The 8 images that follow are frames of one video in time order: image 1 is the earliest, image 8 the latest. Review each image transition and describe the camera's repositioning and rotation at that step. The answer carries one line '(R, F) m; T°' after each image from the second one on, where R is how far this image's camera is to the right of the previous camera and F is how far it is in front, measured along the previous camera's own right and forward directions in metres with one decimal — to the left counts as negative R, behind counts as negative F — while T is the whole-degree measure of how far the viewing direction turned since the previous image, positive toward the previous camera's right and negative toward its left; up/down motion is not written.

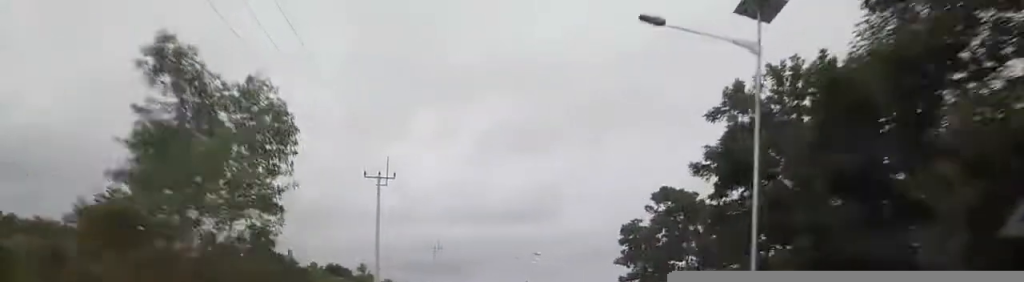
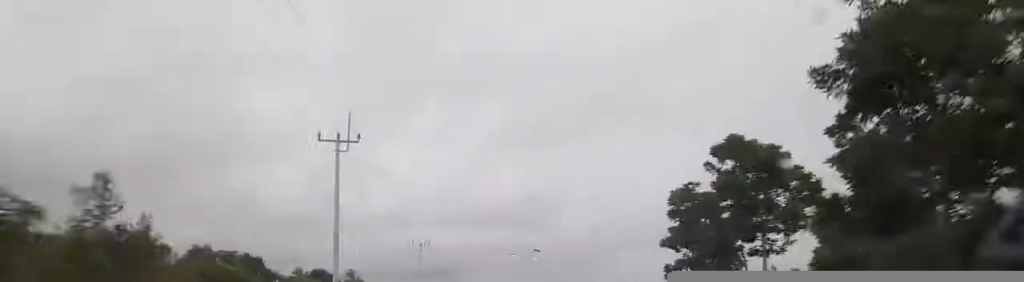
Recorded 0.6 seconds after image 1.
(+0.6, +11.5) m; +1°
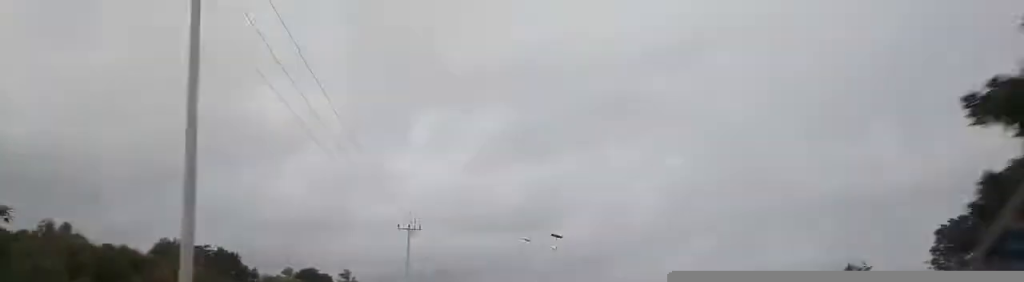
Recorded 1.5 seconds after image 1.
(-0.5, +19.5) m; -3°
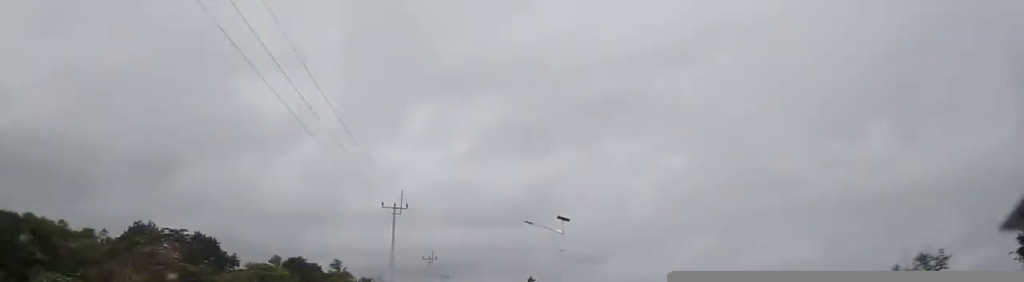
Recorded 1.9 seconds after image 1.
(-0.1, +8.6) m; 0°
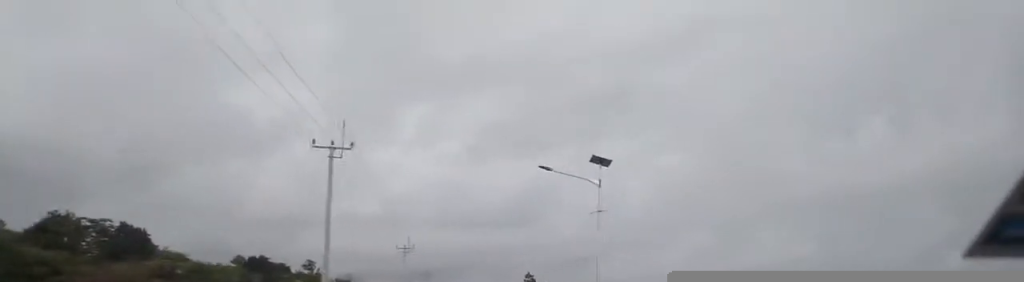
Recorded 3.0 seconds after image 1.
(+0.1, +22.4) m; +1°
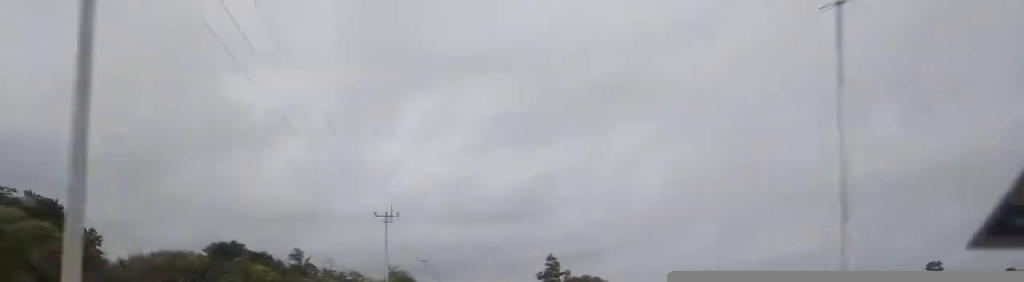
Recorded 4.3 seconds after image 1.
(+0.2, +25.0) m; 0°
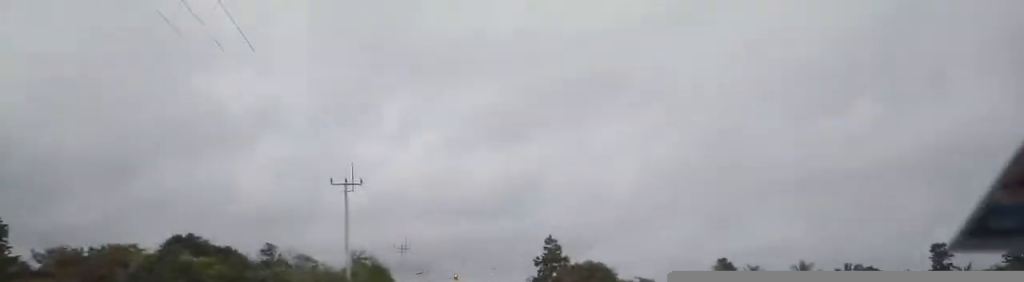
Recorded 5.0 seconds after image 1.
(-0.2, +14.5) m; -1°
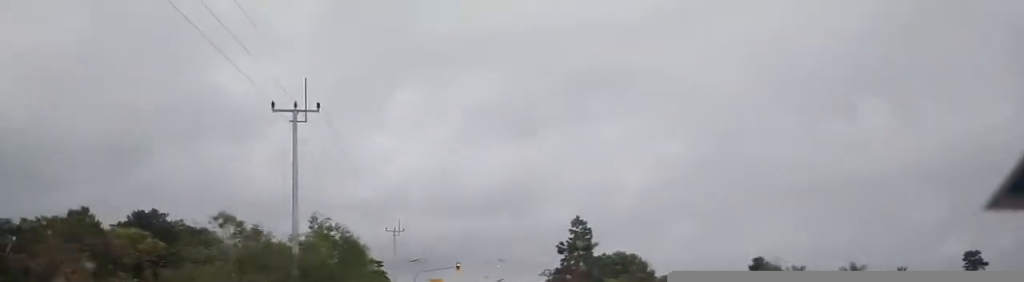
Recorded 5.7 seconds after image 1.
(+0.2, +15.6) m; 0°
